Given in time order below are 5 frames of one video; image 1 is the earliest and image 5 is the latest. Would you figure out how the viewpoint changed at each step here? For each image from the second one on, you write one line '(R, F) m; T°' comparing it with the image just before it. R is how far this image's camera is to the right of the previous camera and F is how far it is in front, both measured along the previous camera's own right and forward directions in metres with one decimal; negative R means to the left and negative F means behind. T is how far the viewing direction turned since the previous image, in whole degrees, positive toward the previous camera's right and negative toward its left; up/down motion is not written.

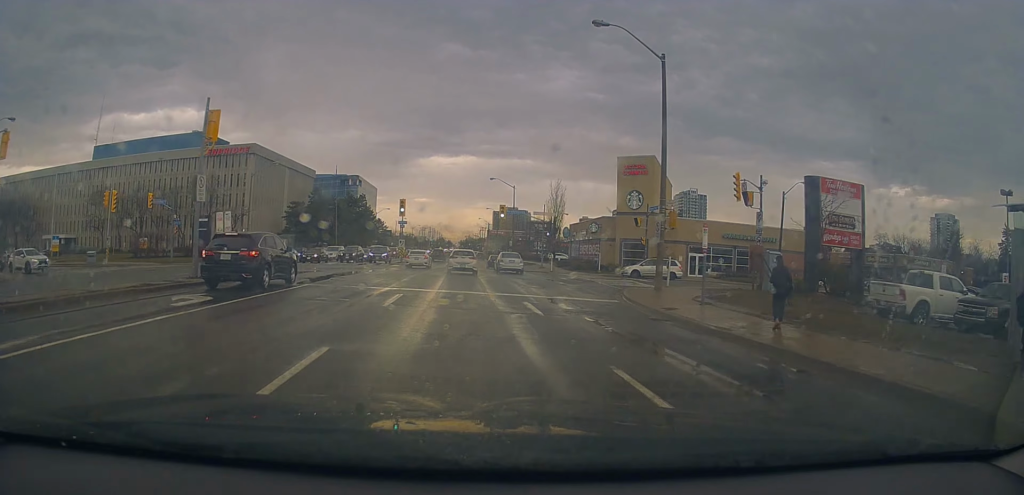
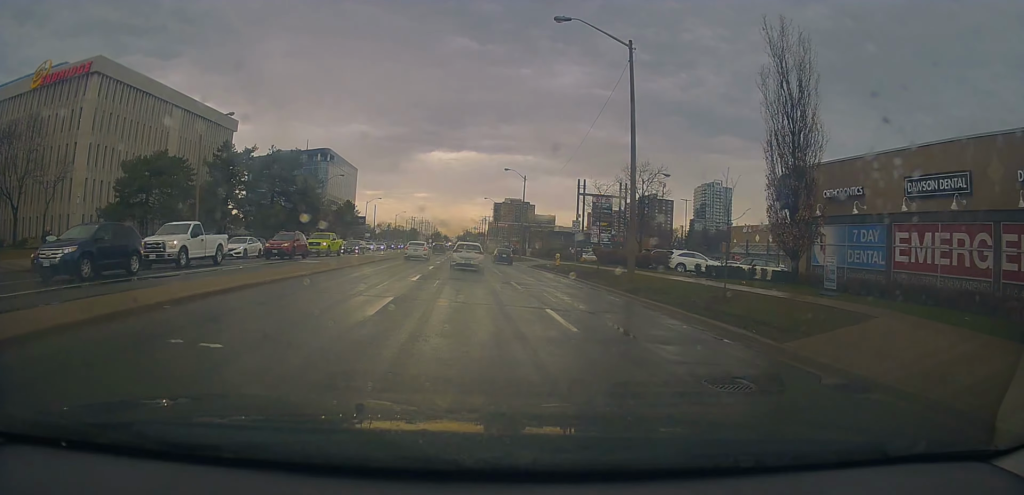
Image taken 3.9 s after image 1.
(+0.4, +53.7) m; 0°
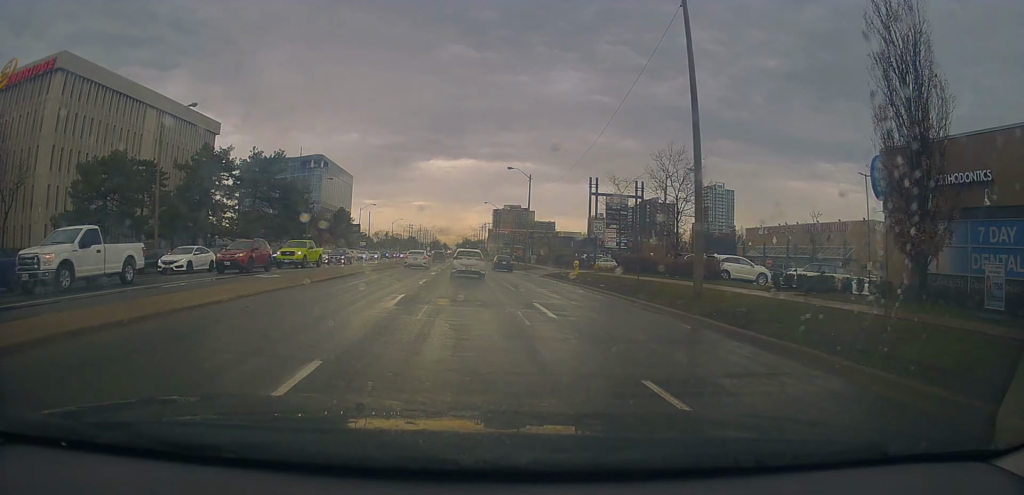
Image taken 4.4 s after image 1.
(+0.1, +6.5) m; +1°
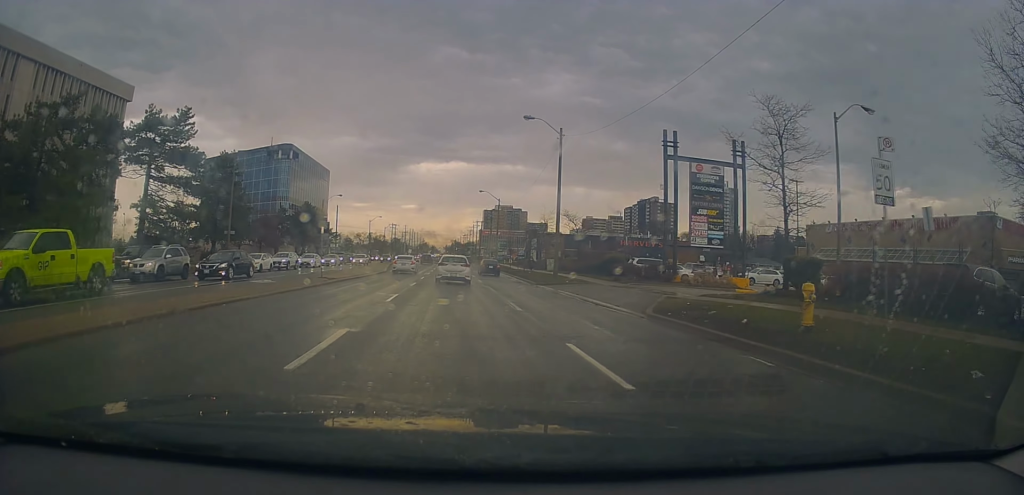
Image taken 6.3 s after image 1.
(+0.8, +25.0) m; +1°
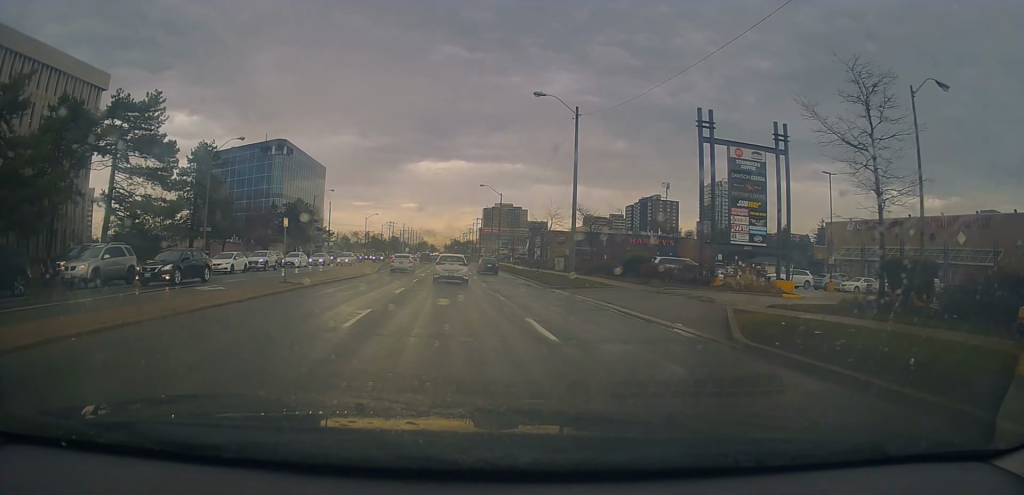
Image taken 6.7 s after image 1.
(-0.3, +5.9) m; 0°
